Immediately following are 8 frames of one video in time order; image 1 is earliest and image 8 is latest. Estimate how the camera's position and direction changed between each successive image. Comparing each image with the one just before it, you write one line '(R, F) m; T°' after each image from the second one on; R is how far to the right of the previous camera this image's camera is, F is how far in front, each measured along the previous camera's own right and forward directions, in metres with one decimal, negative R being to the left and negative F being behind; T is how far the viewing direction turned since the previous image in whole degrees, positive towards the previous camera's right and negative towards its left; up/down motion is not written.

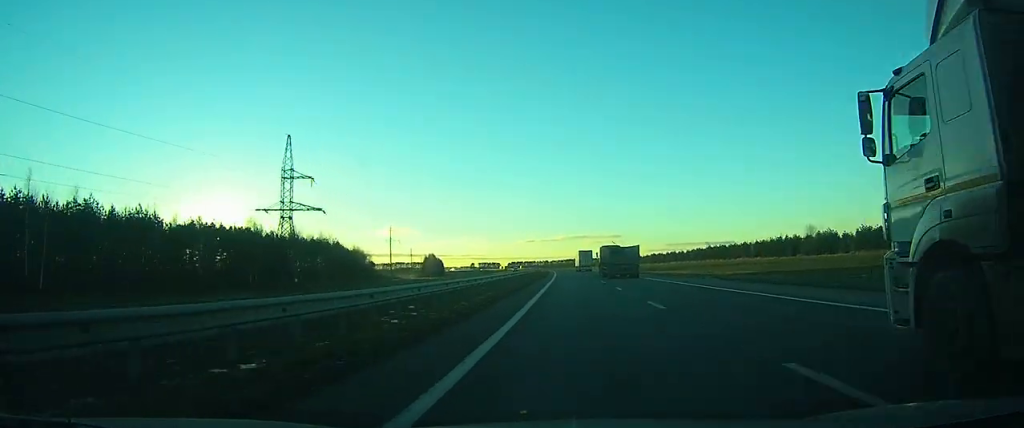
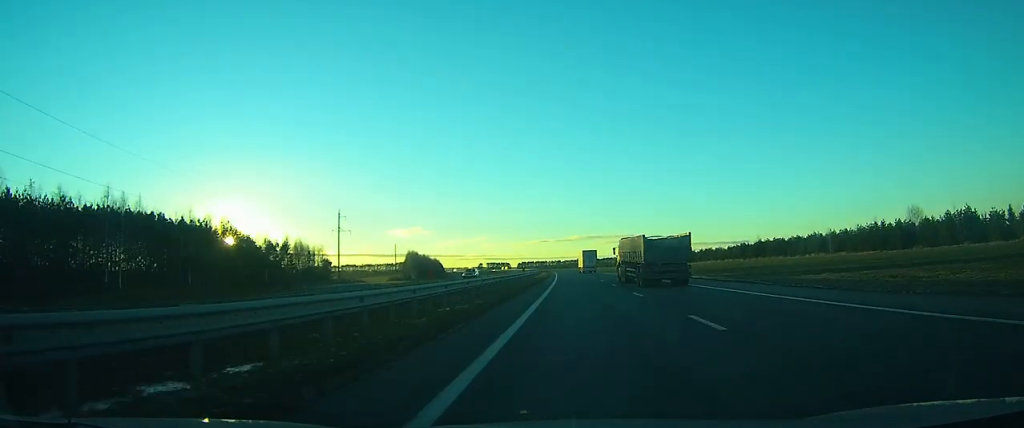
(-0.7, +65.2) m; -1°
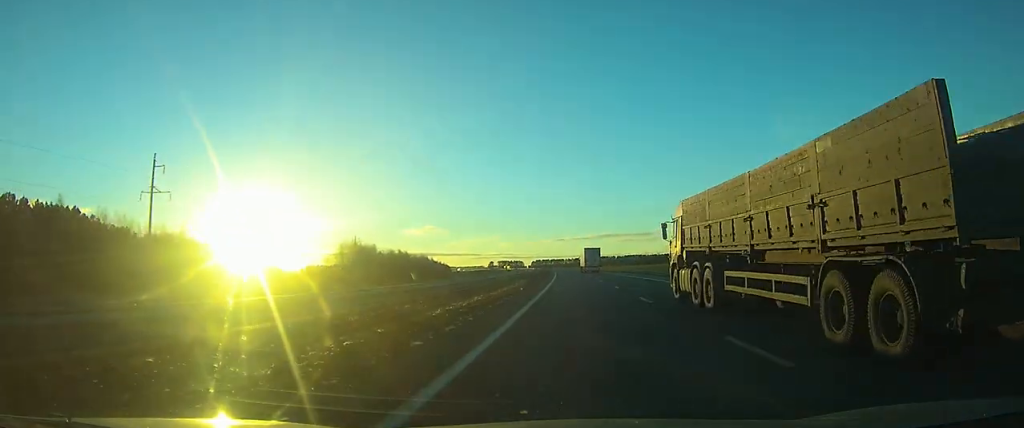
(-1.3, +84.4) m; -2°
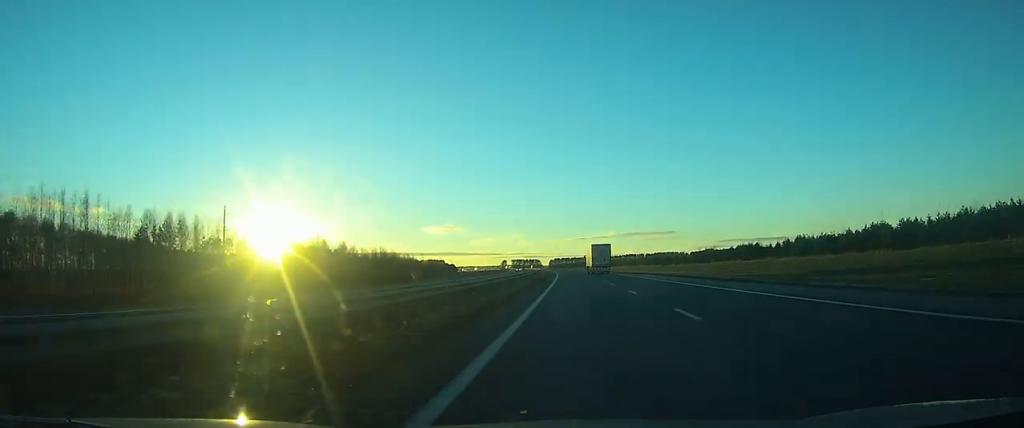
(-2.4, +115.9) m; -2°
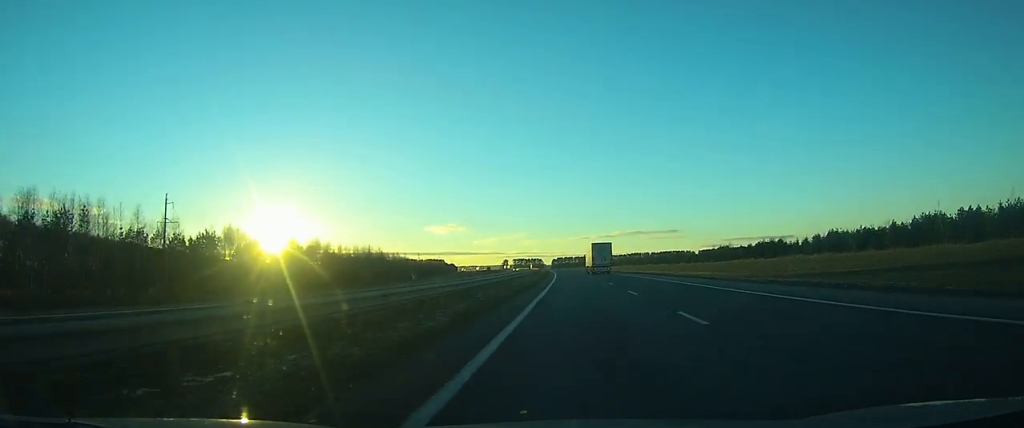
(-0.1, +25.6) m; 0°
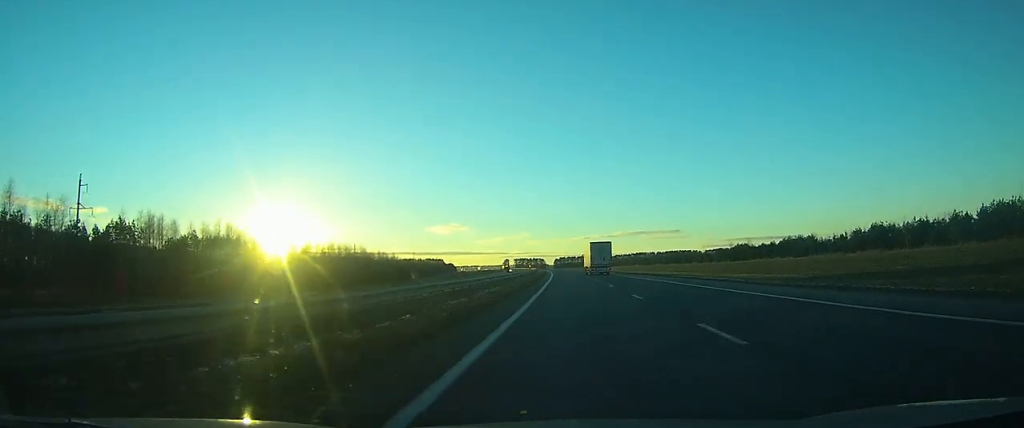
(-0.2, +26.7) m; -1°
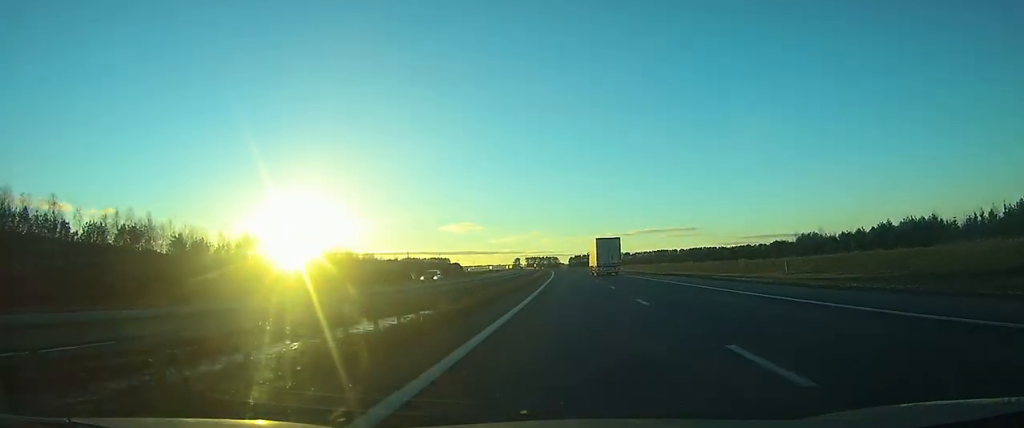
(-0.7, +61.3) m; -1°
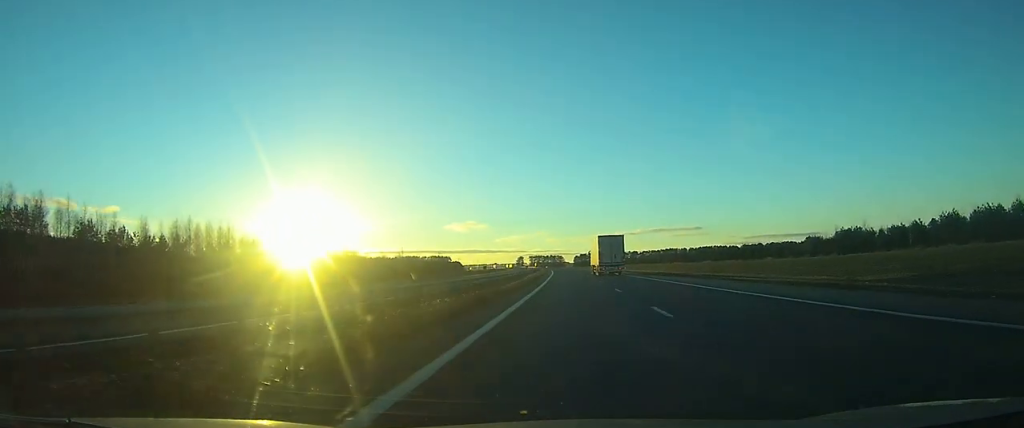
(-0.1, +27.2) m; -1°
